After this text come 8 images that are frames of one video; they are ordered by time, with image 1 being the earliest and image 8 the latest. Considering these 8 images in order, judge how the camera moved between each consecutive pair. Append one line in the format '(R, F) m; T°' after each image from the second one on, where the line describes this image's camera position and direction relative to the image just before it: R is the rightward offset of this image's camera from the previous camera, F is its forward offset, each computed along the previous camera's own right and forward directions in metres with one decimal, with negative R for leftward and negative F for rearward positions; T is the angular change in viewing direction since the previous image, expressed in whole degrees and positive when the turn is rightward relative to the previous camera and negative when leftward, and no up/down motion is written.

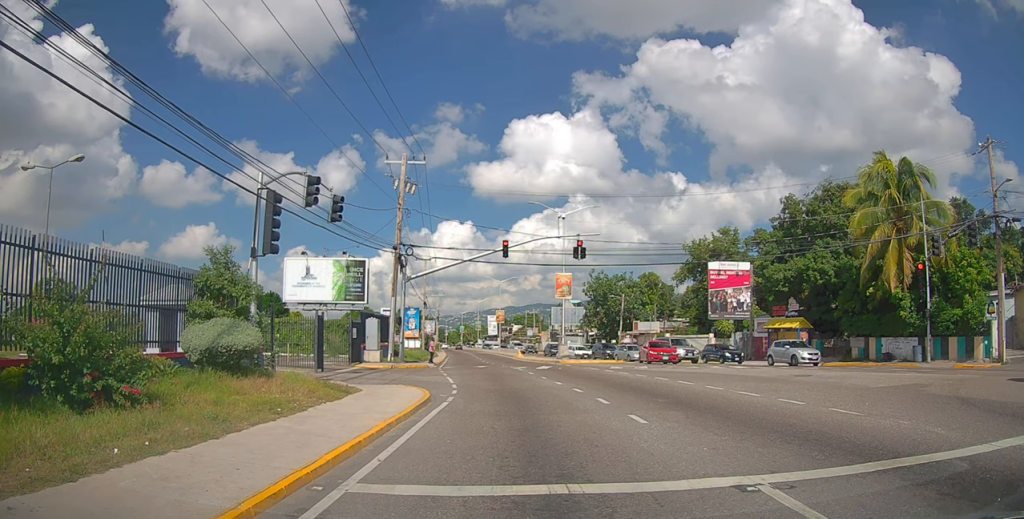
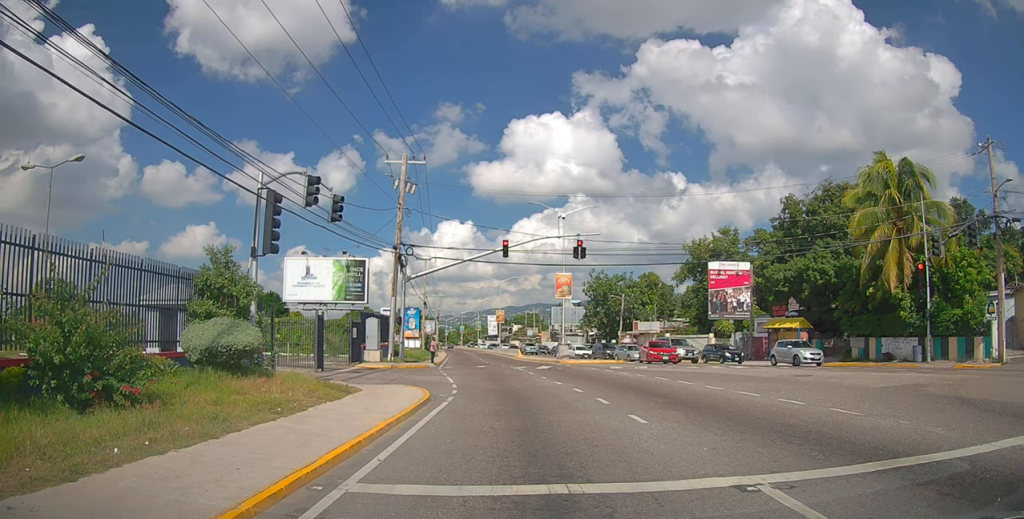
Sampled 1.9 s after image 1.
(0.0, 0.0) m; 0°
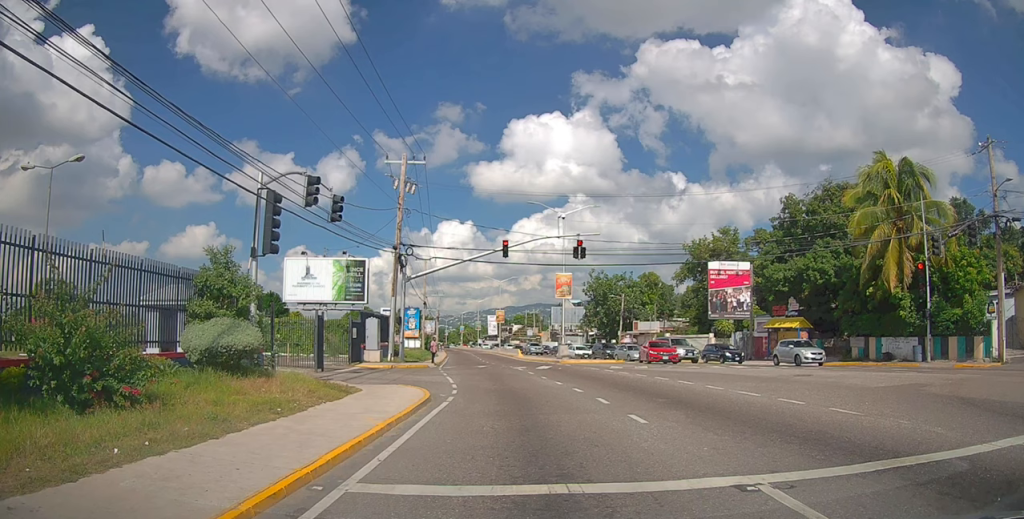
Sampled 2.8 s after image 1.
(0.0, 0.0) m; 0°
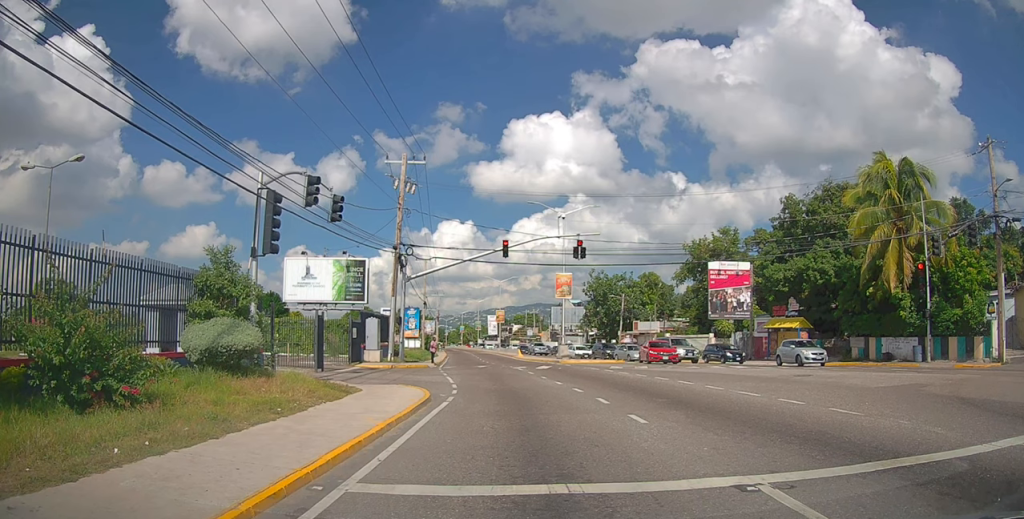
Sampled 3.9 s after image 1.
(0.0, 0.0) m; 0°
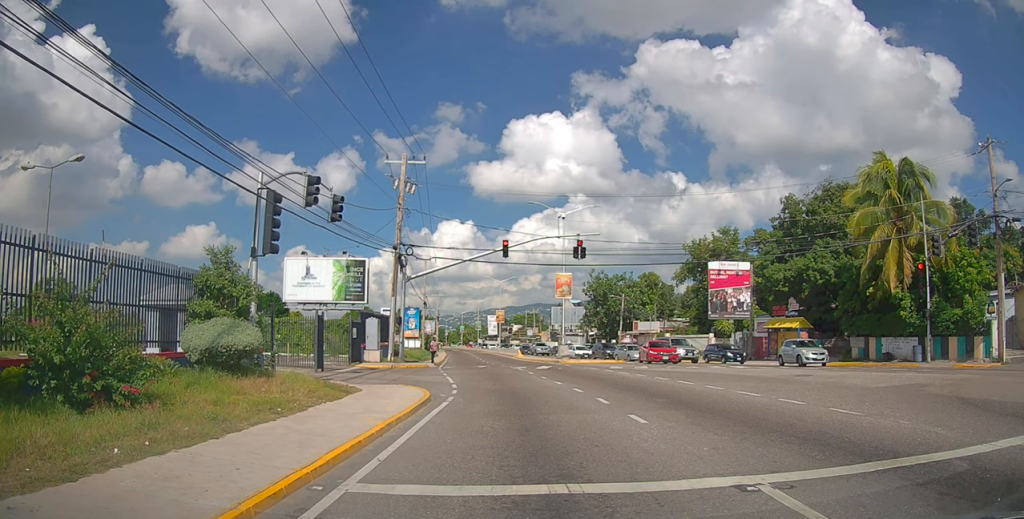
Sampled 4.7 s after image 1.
(0.0, 0.0) m; 0°
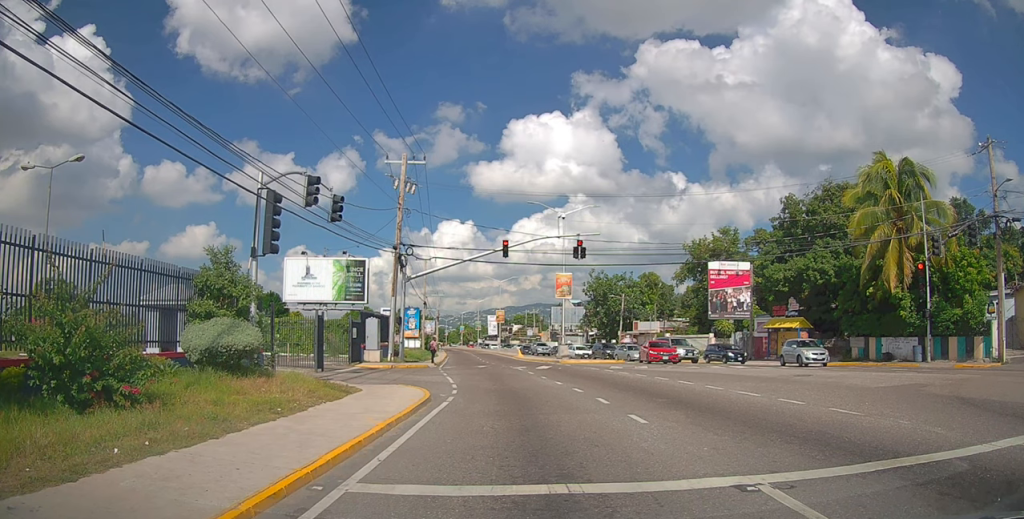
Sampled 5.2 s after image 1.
(0.0, 0.0) m; 0°
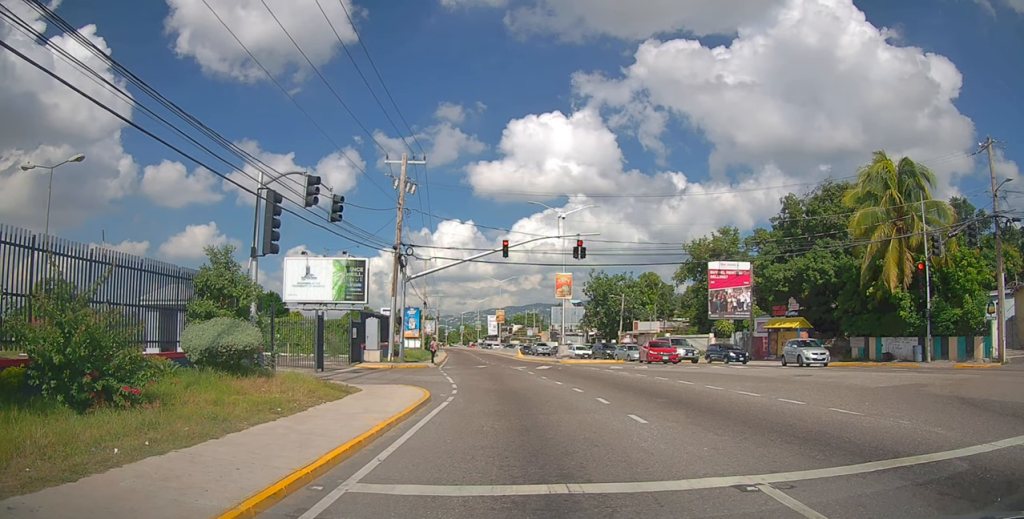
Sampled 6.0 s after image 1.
(0.0, 0.0) m; 0°
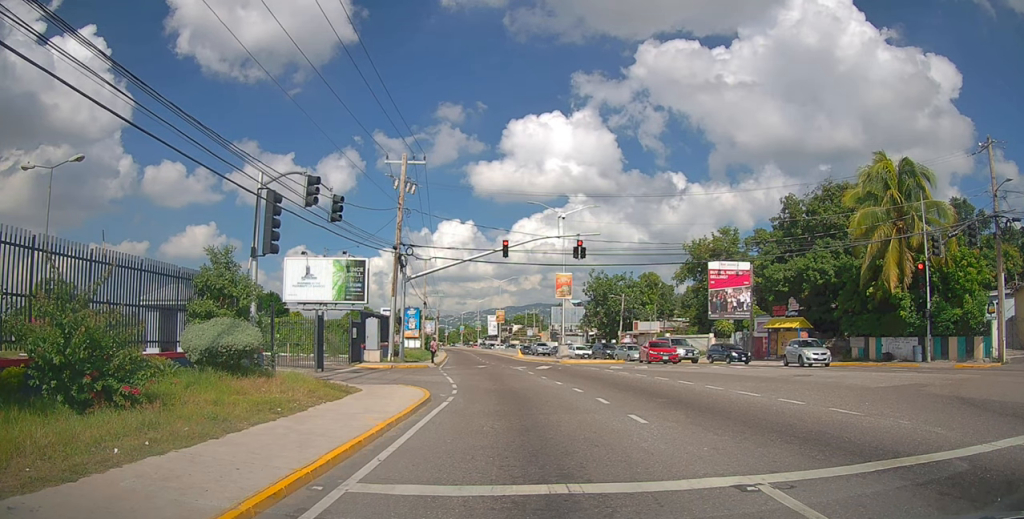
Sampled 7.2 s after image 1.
(0.0, 0.0) m; 0°
